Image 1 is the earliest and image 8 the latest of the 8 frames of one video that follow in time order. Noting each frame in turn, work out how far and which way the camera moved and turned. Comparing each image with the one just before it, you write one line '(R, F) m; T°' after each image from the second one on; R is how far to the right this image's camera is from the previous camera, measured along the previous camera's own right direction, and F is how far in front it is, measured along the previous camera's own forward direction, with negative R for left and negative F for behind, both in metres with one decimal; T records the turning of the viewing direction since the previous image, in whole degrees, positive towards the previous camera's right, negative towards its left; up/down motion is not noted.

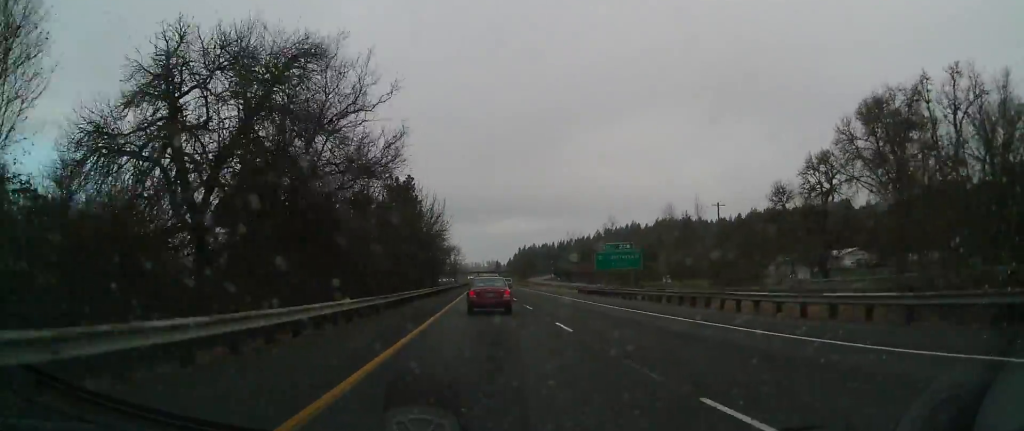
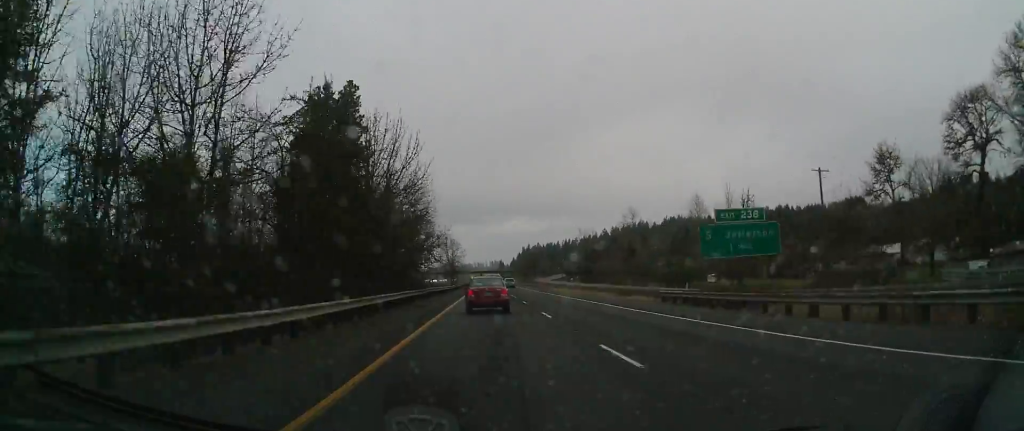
(0.0, +31.5) m; 0°
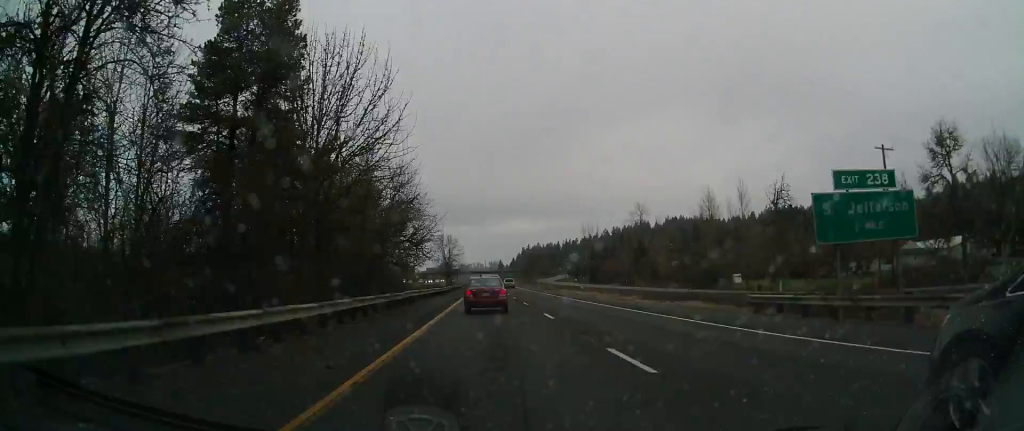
(0.0, +13.0) m; 0°
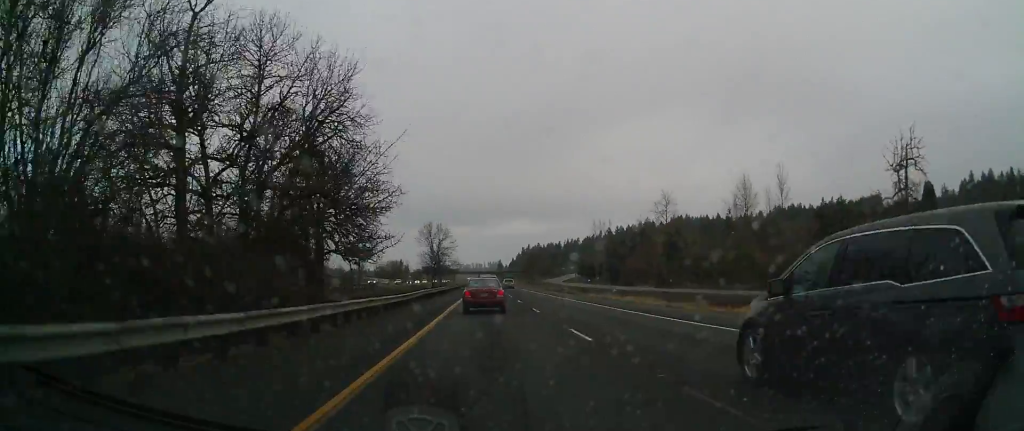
(0.0, +32.0) m; 0°
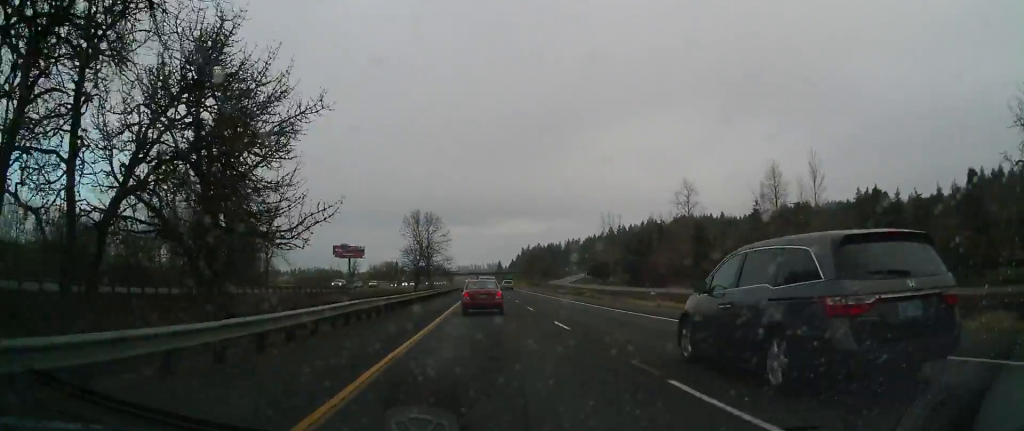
(0.0, +21.1) m; 0°
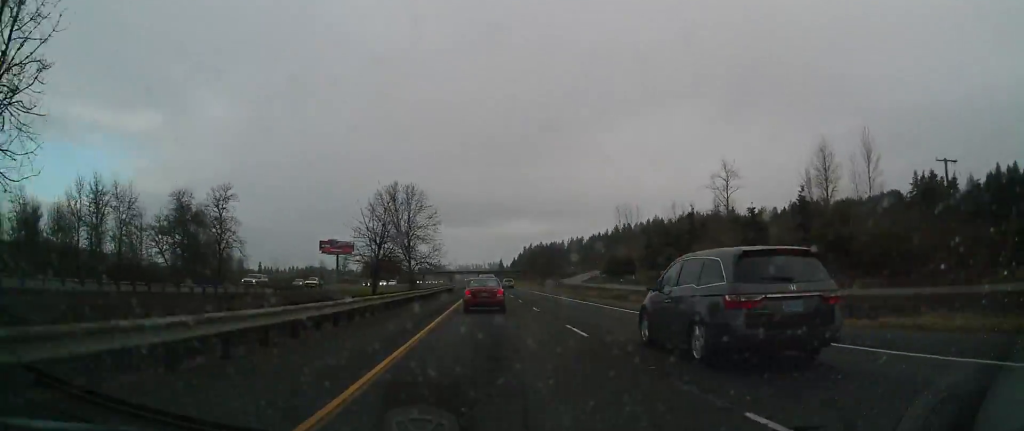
(0.0, +26.4) m; 0°
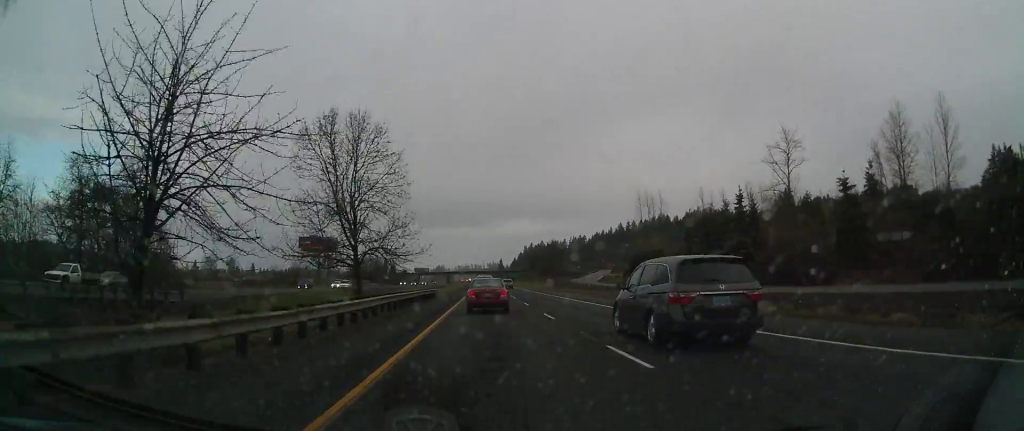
(-0.2, +29.6) m; -1°
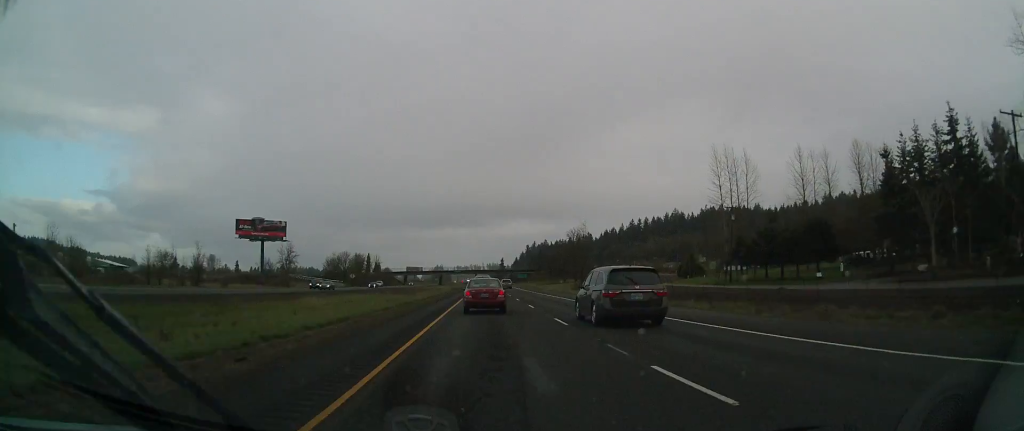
(-0.6, +63.5) m; 0°
